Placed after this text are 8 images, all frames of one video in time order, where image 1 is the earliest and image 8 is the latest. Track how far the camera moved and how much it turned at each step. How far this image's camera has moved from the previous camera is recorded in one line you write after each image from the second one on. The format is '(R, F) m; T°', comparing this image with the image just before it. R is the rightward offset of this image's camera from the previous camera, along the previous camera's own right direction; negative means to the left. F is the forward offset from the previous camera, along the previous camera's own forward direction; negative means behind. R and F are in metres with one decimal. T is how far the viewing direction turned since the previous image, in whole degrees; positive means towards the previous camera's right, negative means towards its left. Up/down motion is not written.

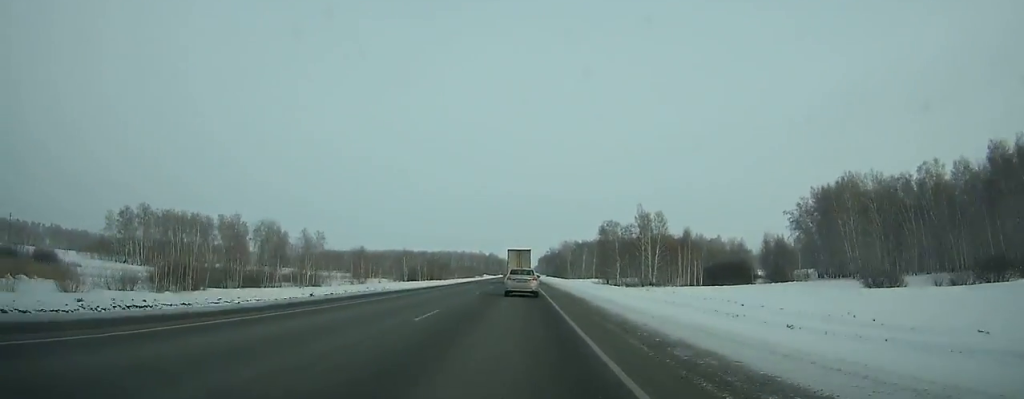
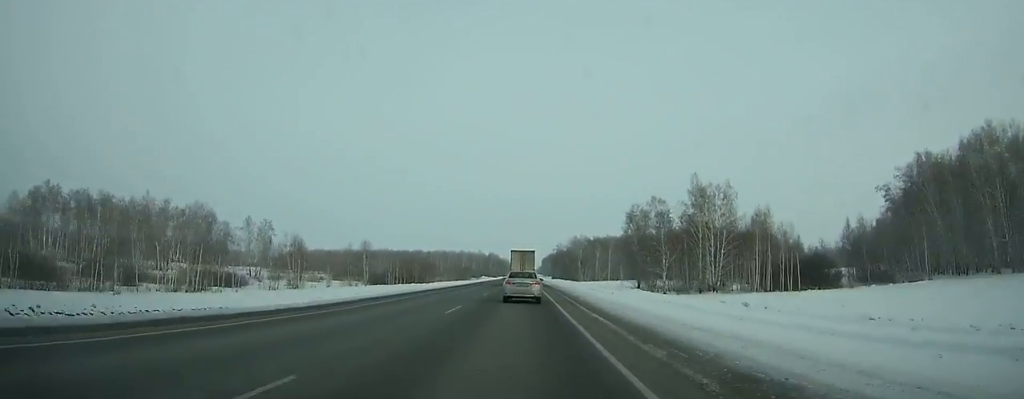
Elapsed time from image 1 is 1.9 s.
(-0.1, +44.5) m; 0°
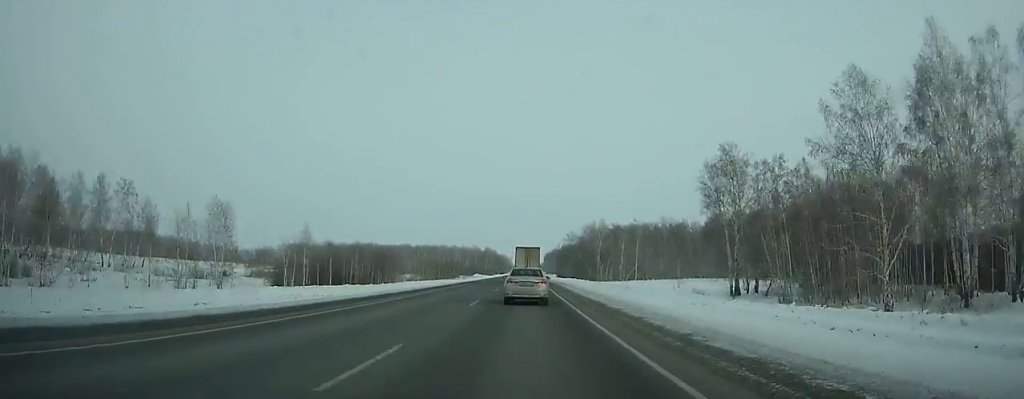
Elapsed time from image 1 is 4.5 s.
(-0.2, +59.5) m; 0°
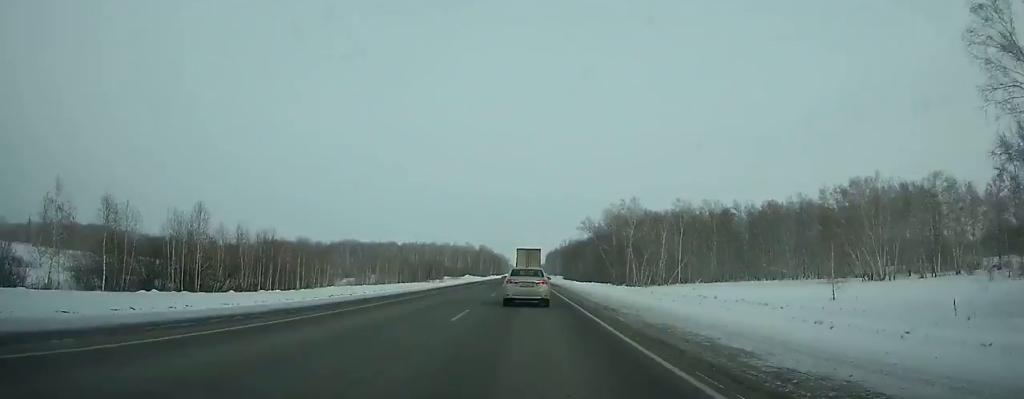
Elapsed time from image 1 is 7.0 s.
(+0.1, +56.1) m; 0°
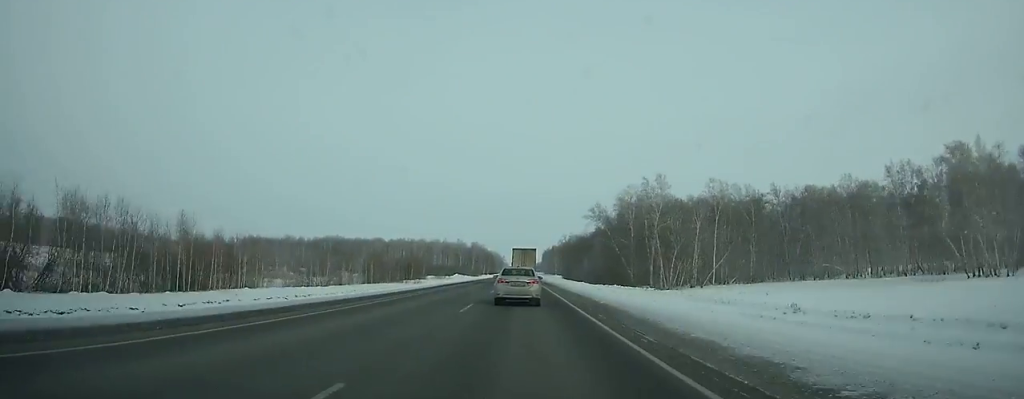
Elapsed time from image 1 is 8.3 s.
(+0.1, +29.1) m; 0°
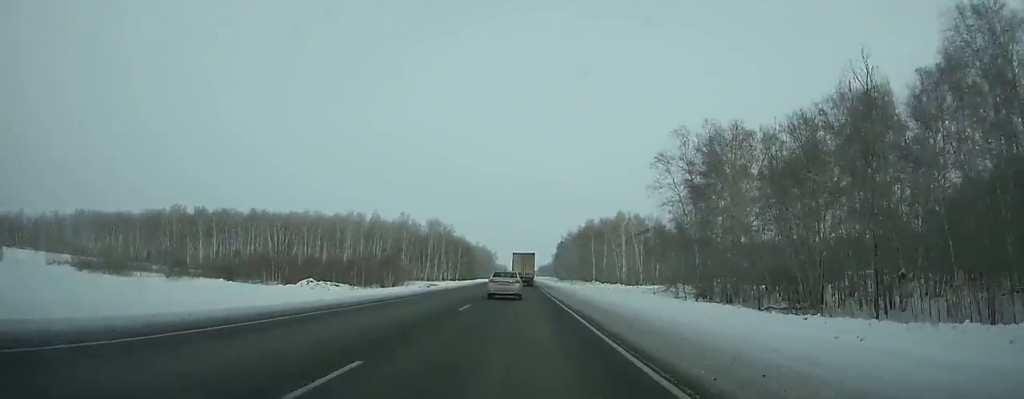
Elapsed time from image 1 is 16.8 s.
(+0.5, +192.2) m; 0°
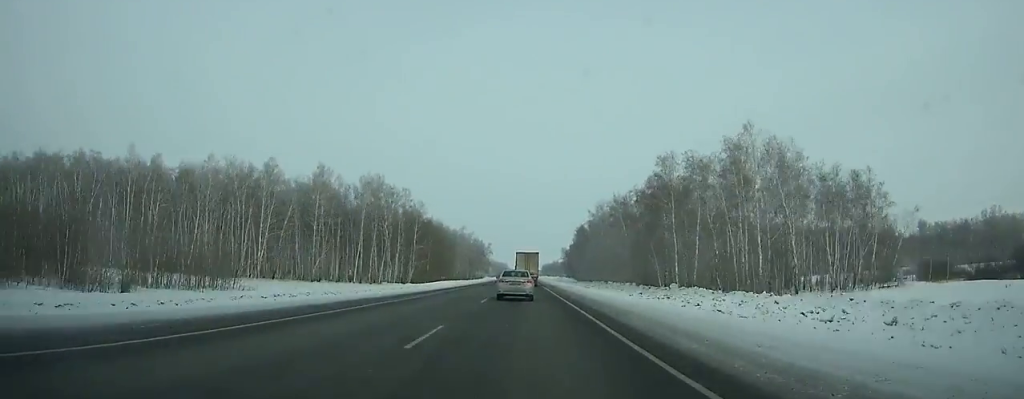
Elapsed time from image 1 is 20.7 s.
(-0.1, +90.0) m; 0°
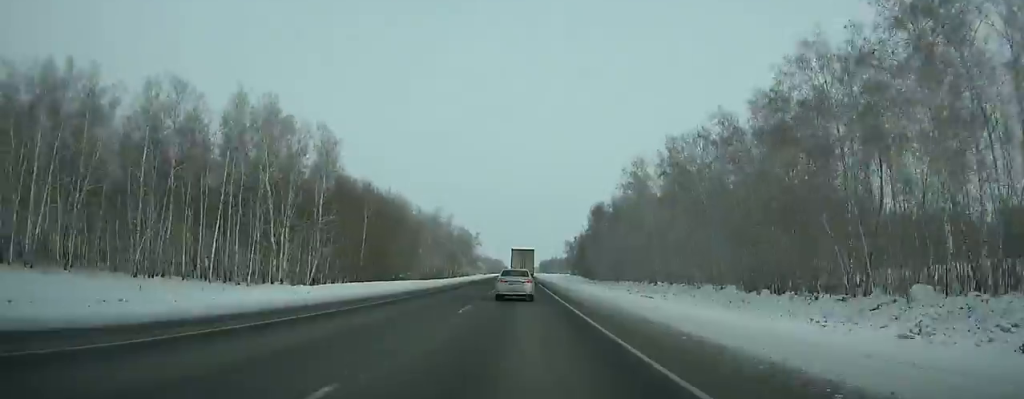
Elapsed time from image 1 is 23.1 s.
(+0.1, +55.0) m; 0°
